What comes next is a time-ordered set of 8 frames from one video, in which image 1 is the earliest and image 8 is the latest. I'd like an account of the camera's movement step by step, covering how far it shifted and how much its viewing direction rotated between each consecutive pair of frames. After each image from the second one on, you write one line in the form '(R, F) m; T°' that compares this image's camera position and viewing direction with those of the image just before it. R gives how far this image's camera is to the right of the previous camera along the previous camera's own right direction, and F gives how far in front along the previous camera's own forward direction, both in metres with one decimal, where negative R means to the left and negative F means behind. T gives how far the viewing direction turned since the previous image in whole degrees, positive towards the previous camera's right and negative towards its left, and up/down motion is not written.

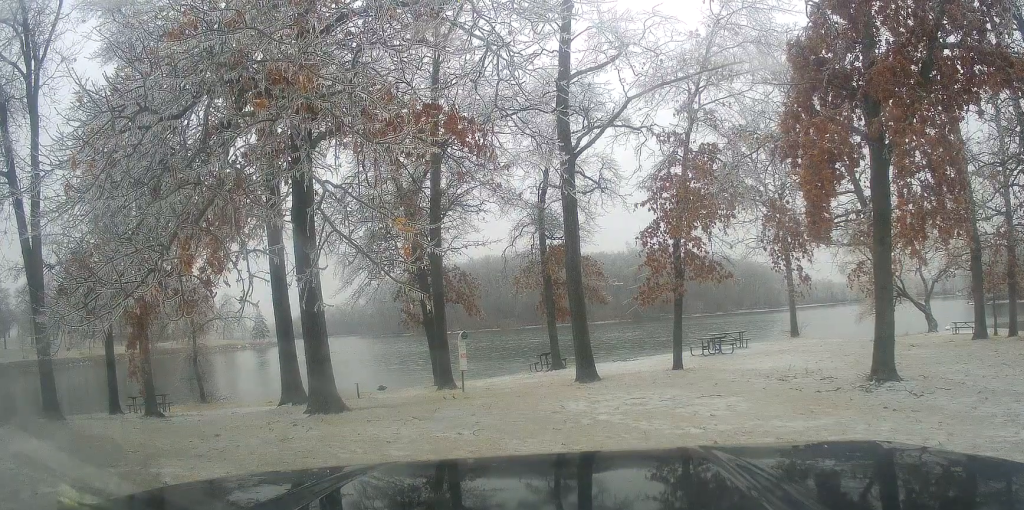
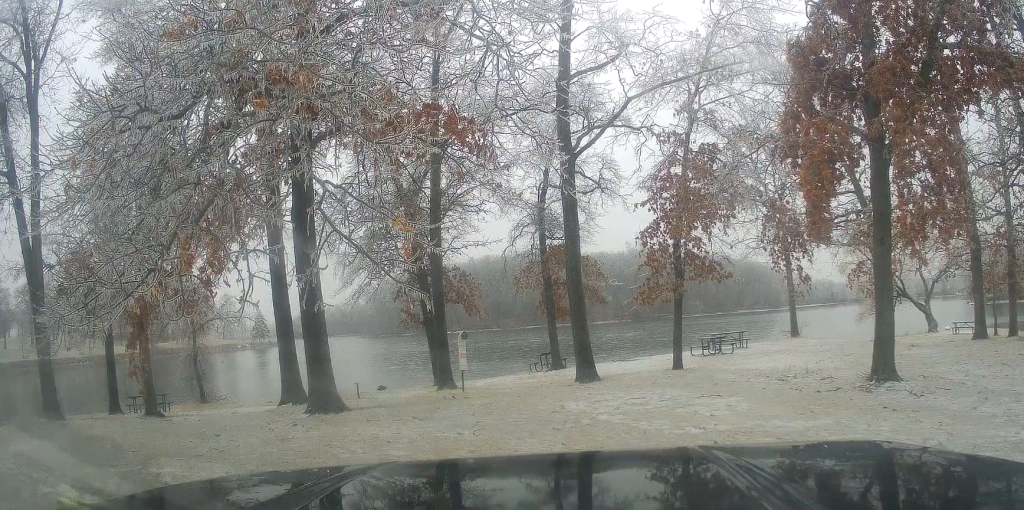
(0.0, 0.0) m; 0°
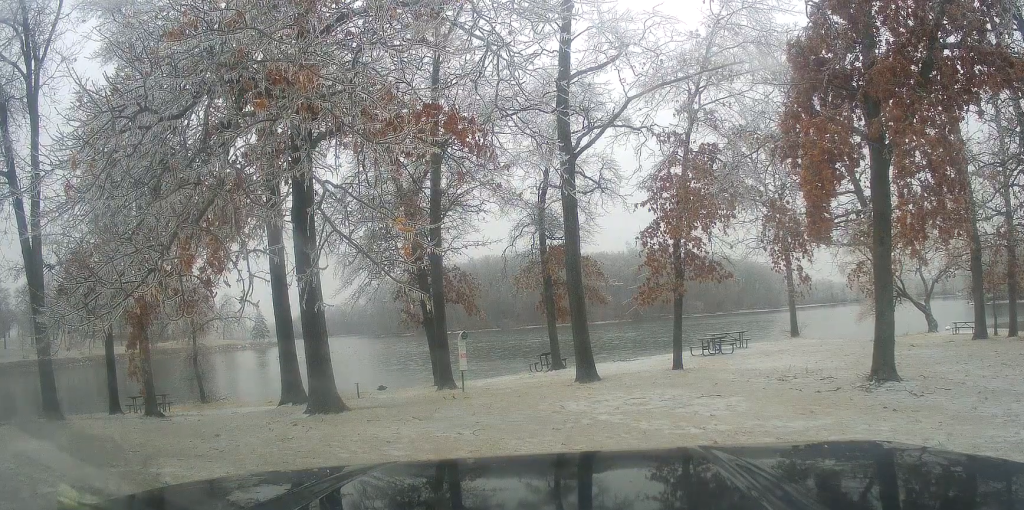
(0.0, 0.0) m; 0°
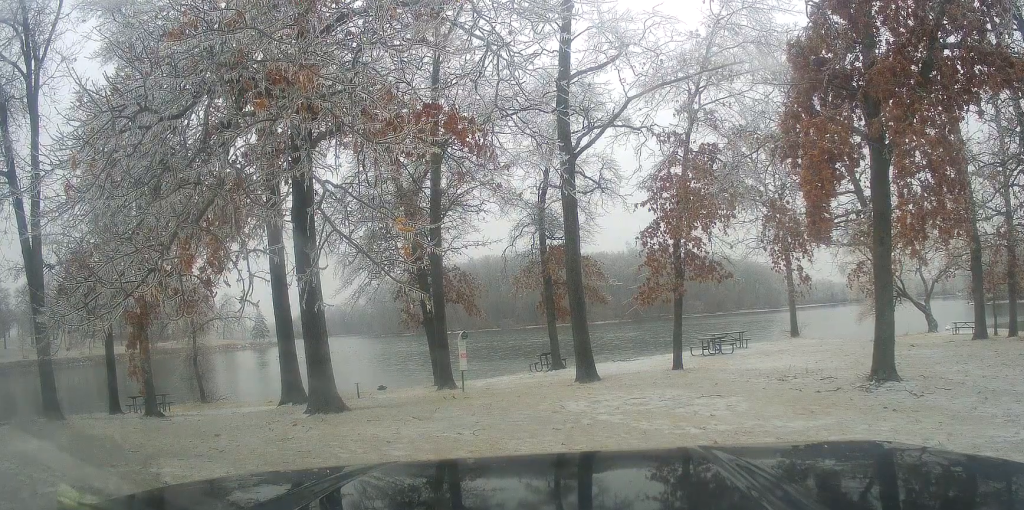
(0.0, 0.0) m; 0°
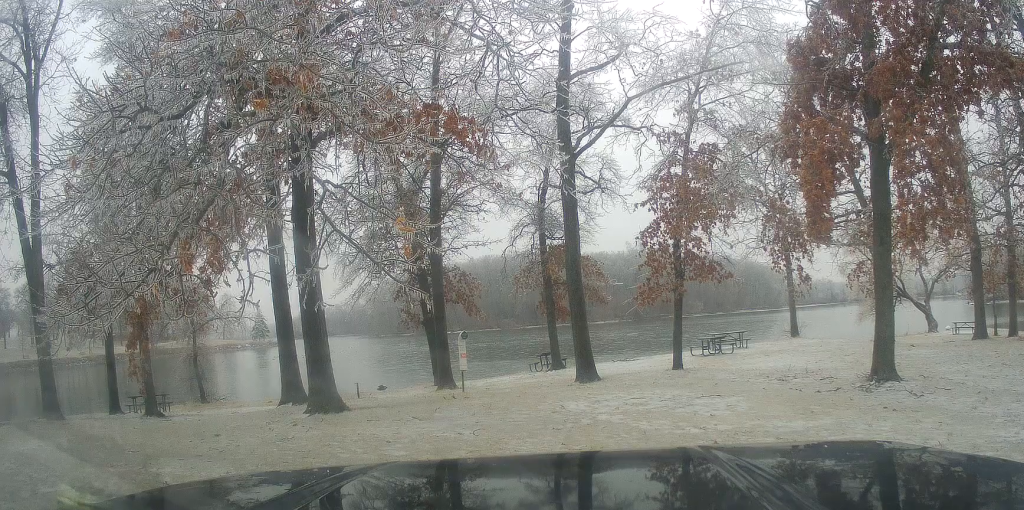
(0.0, 0.0) m; 0°
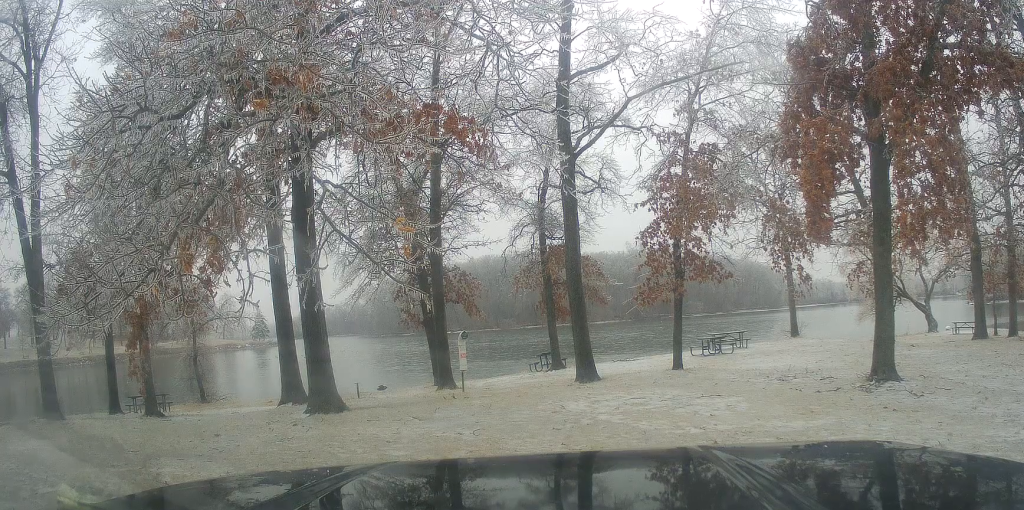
(0.0, 0.0) m; 0°
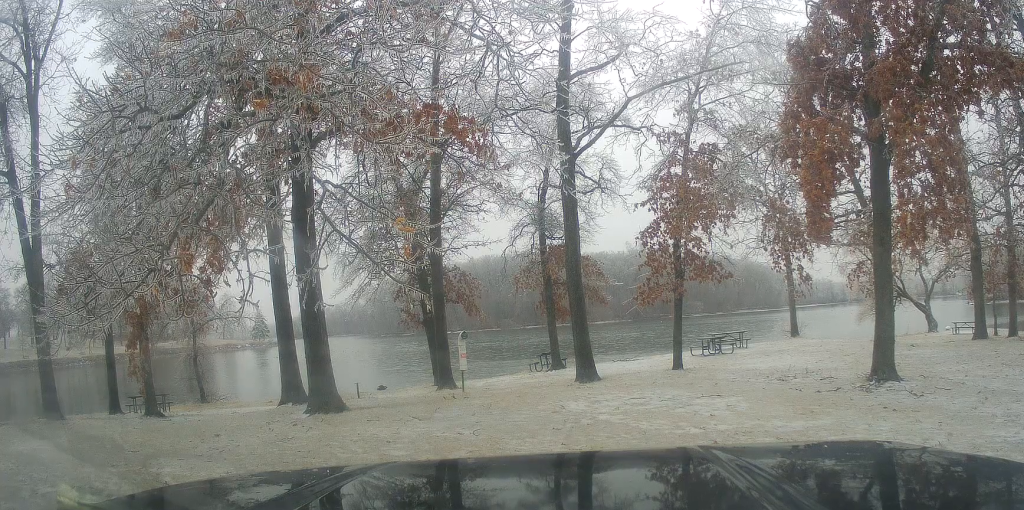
(0.0, 0.0) m; 0°
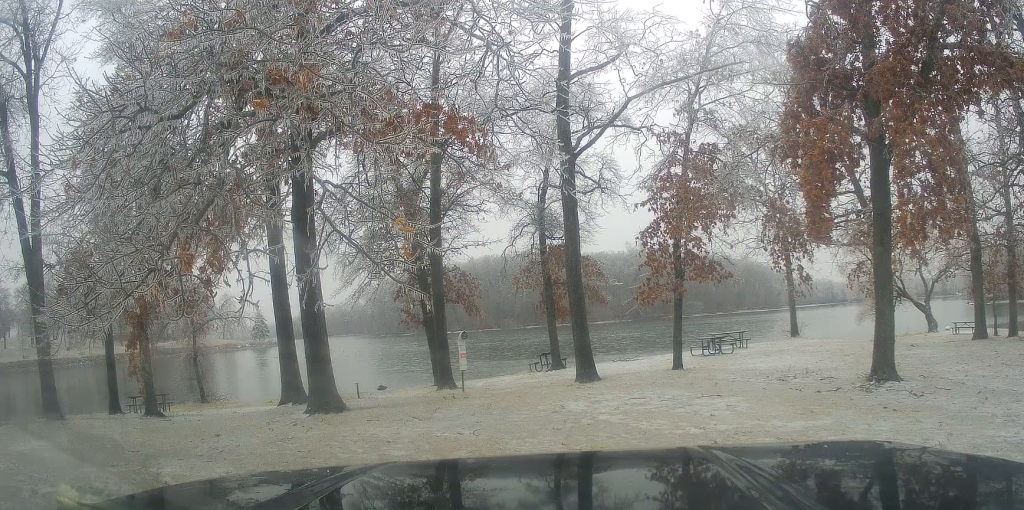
(0.0, 0.0) m; 0°
